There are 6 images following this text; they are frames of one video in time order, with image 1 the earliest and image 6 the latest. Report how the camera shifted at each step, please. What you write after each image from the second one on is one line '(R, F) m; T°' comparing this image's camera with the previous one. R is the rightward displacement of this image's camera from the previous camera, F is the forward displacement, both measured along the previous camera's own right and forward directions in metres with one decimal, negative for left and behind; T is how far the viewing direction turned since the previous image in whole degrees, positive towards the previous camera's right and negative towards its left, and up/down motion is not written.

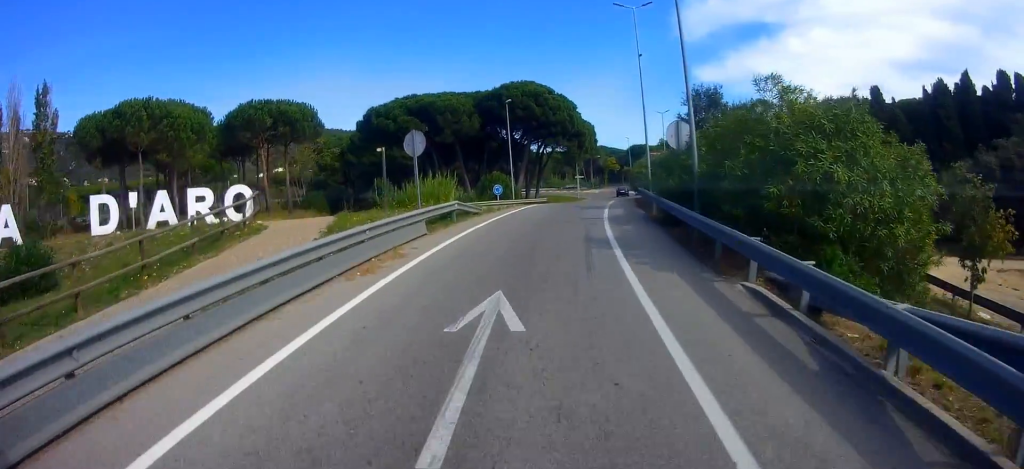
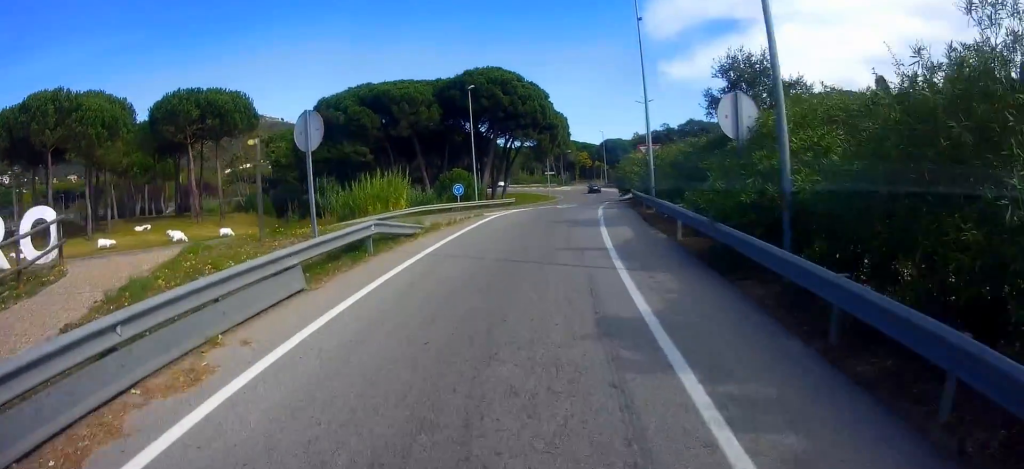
(+0.5, +7.1) m; +4°
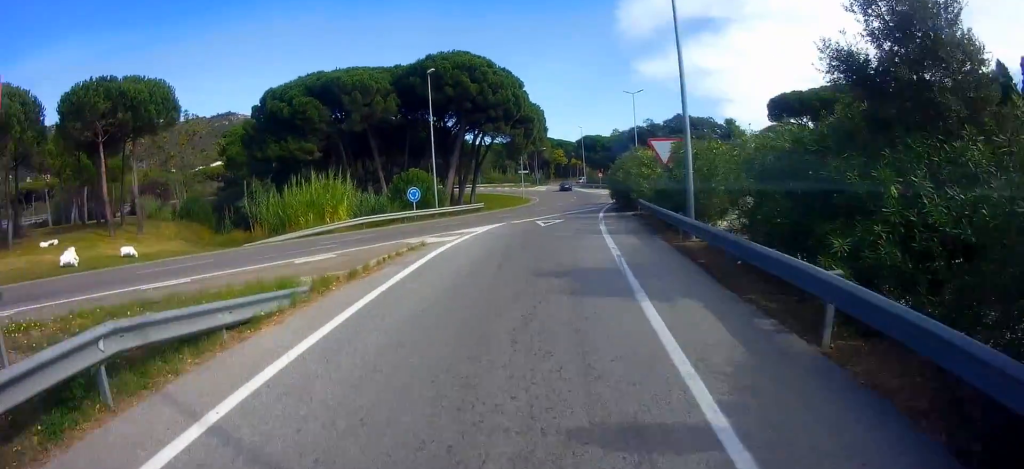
(+0.2, +7.7) m; 0°
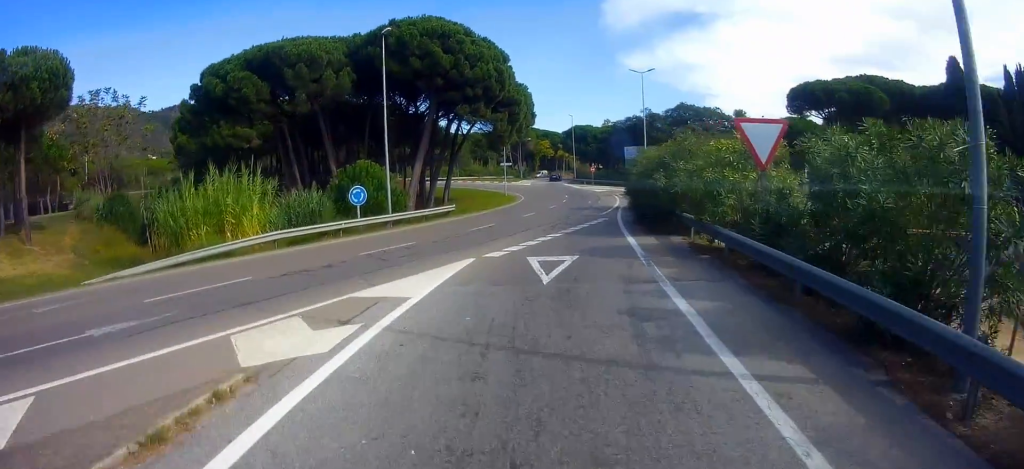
(-0.2, +10.1) m; +3°
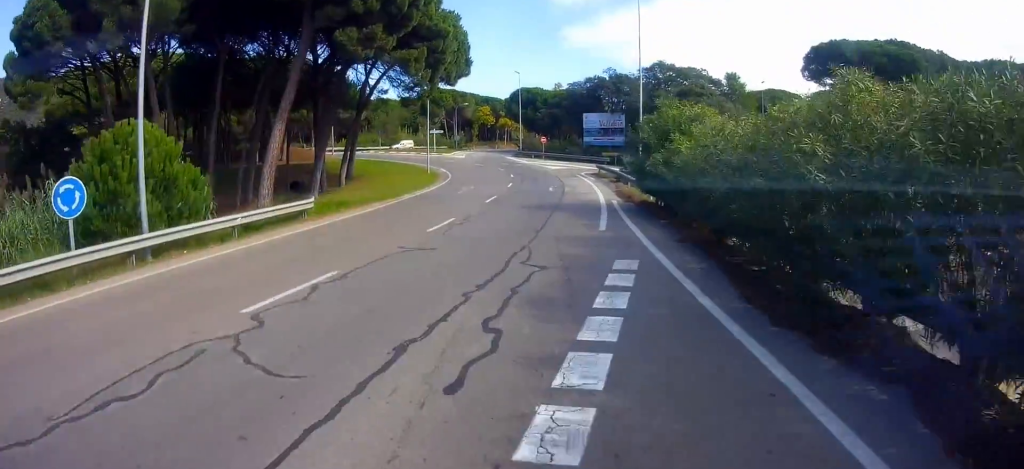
(+0.9, +15.0) m; +7°
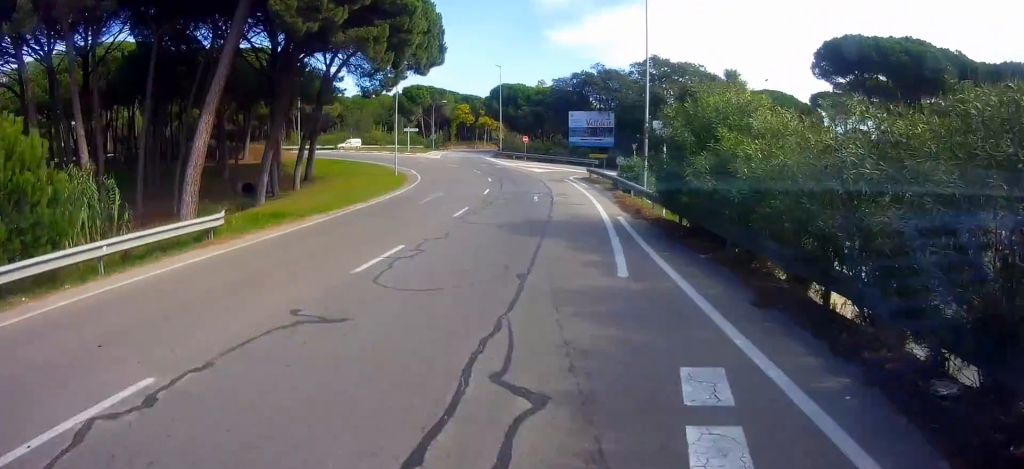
(+0.2, +4.5) m; +3°
